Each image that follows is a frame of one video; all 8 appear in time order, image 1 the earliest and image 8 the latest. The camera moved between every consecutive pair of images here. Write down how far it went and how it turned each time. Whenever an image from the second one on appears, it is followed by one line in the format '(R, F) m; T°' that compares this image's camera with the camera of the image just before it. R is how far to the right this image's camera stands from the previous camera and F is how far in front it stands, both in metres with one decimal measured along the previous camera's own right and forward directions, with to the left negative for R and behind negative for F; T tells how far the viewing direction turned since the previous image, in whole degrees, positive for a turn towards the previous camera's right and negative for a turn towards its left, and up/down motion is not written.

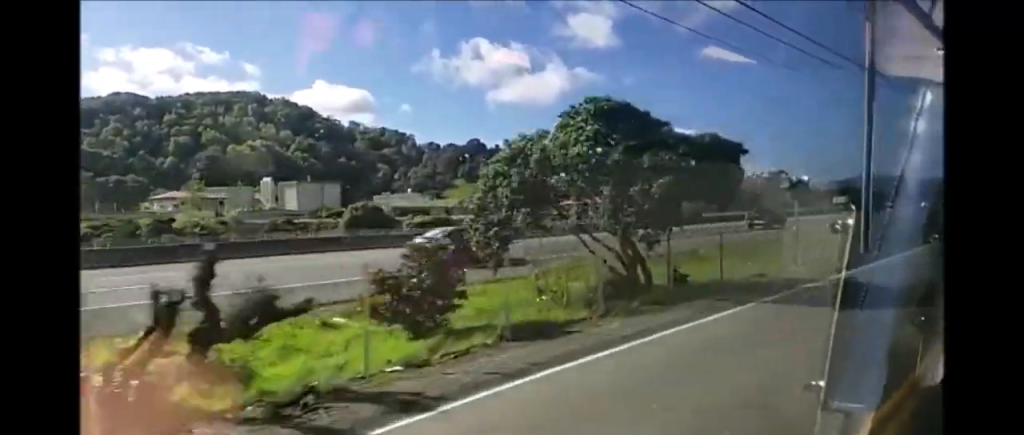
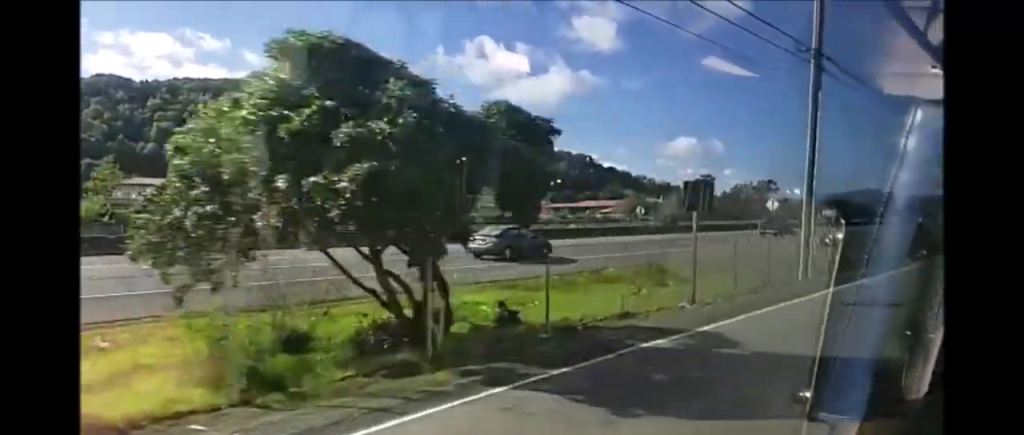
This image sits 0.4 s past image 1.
(0.0, +7.9) m; 0°
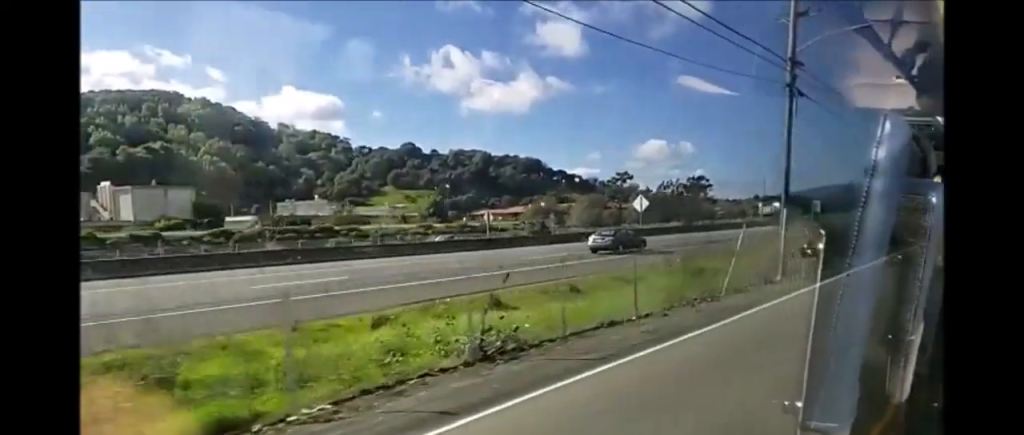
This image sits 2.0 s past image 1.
(+0.2, +29.4) m; 0°
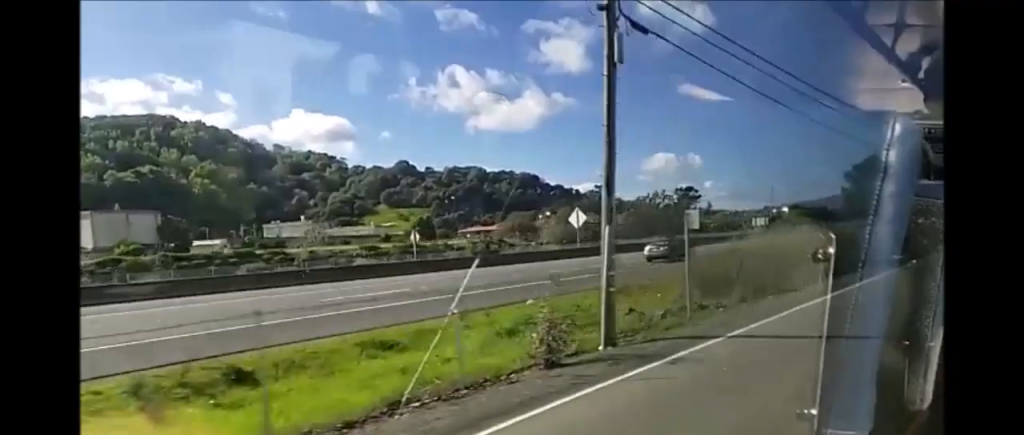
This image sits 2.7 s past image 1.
(-0.2, +12.9) m; -1°
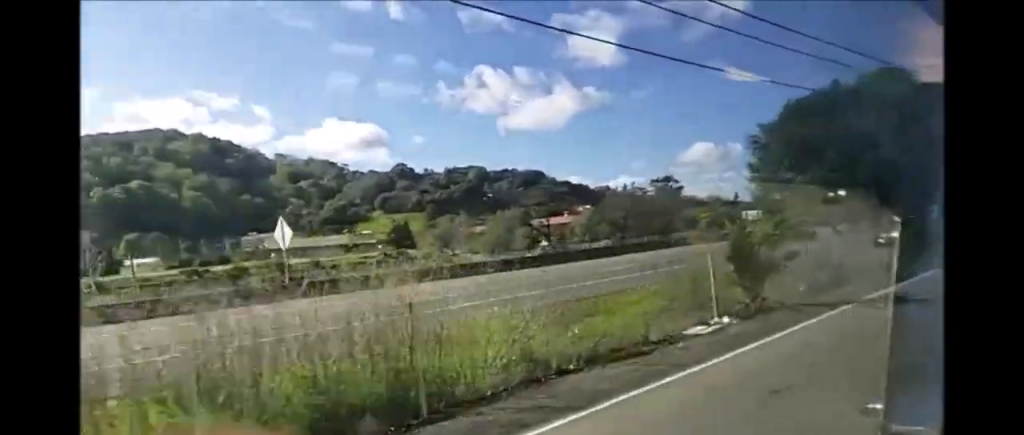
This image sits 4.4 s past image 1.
(-0.1, +29.5) m; 0°
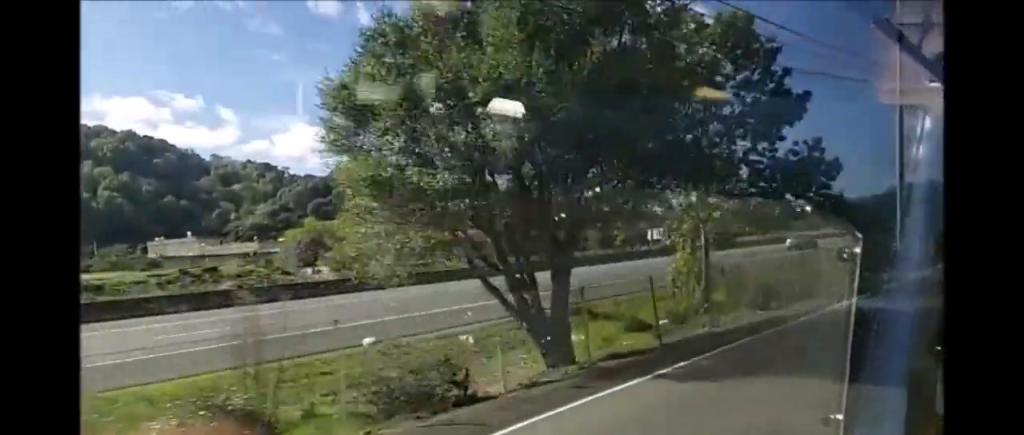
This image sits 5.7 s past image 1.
(+0.1, +22.4) m; 0°
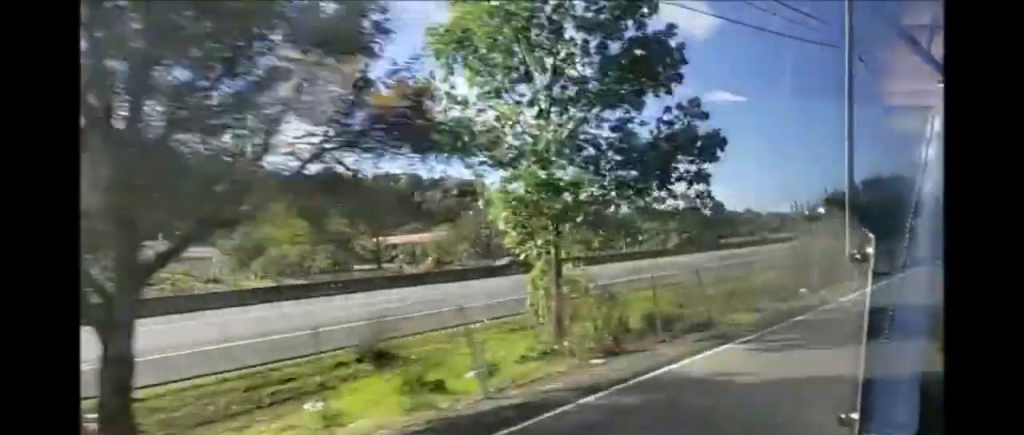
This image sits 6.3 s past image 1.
(0.0, +9.8) m; 0°
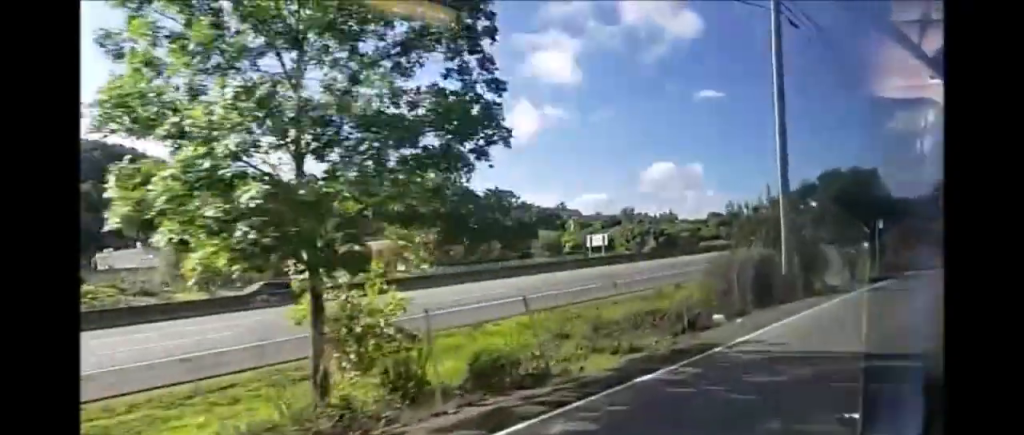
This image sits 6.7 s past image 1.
(0.0, +7.5) m; 0°
